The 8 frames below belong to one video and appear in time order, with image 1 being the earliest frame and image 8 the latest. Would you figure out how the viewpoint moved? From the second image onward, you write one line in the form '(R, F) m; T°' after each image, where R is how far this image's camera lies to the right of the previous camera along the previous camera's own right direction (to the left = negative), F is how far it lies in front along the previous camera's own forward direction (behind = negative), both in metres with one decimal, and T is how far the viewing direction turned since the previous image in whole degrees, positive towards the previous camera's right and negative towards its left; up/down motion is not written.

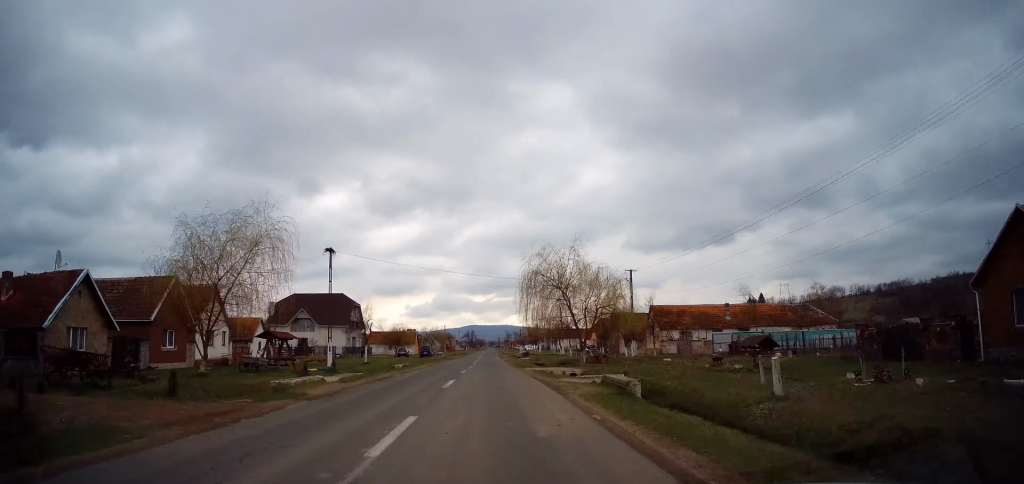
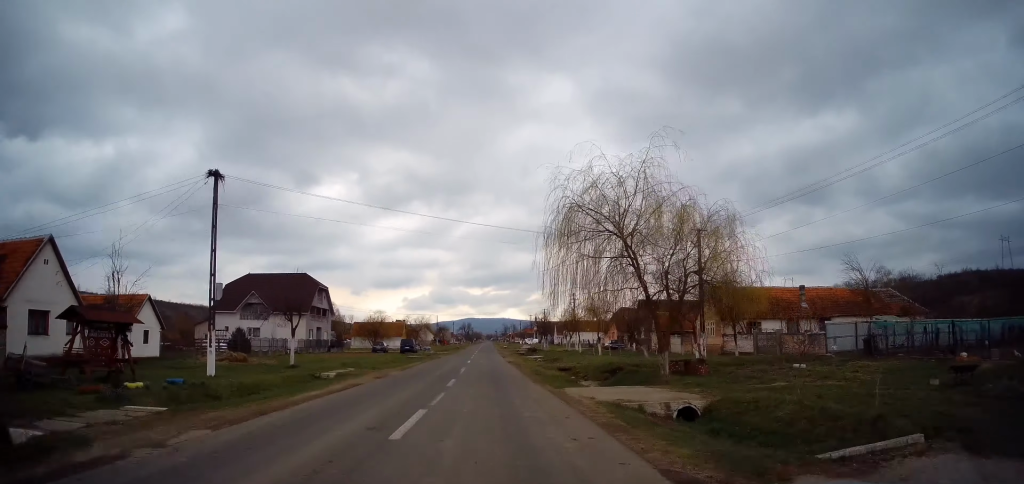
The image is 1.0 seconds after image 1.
(+0.2, +17.3) m; +1°
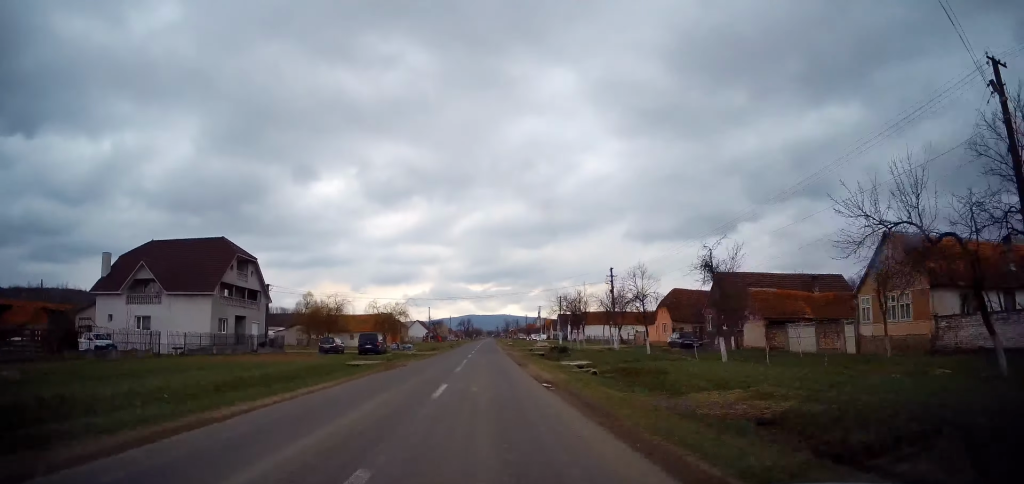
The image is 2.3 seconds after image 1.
(0.0, +23.8) m; 0°
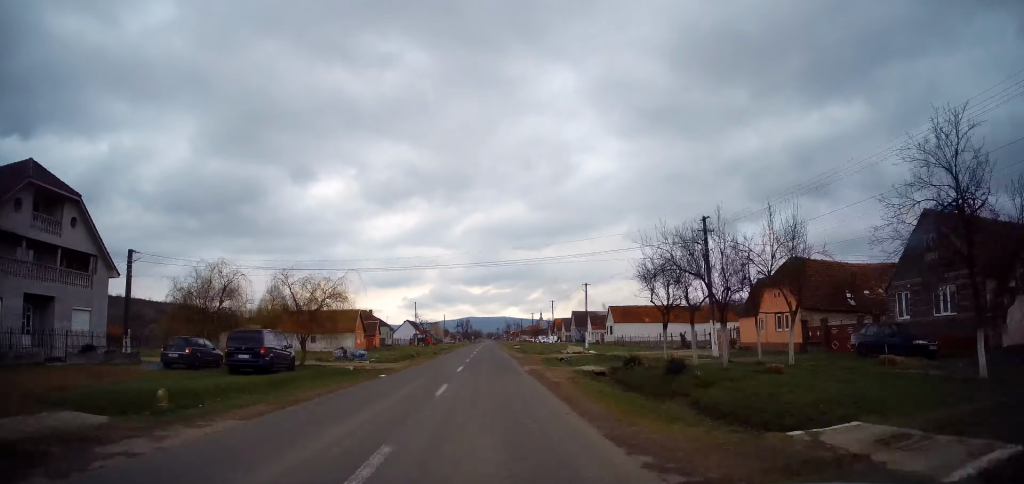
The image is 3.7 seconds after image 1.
(0.0, +24.2) m; -1°
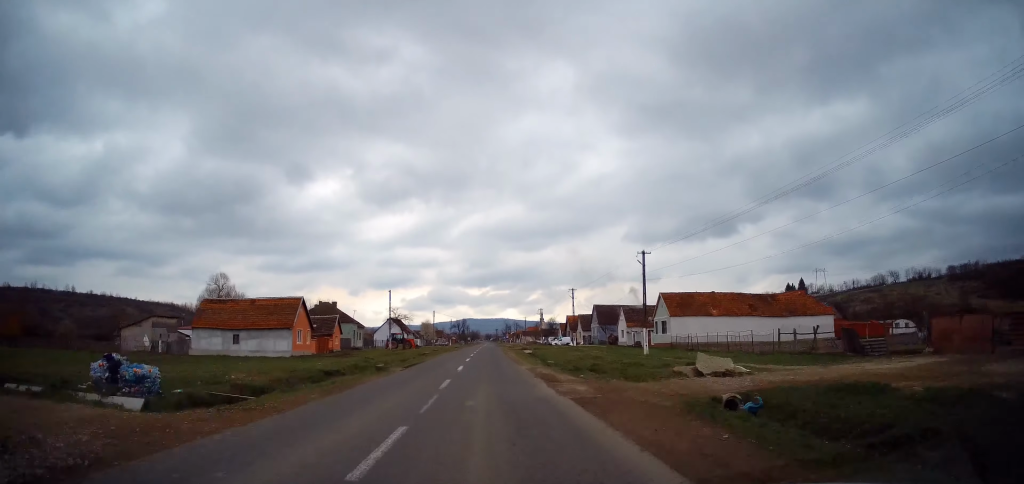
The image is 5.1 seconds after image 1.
(-0.2, +26.1) m; 0°
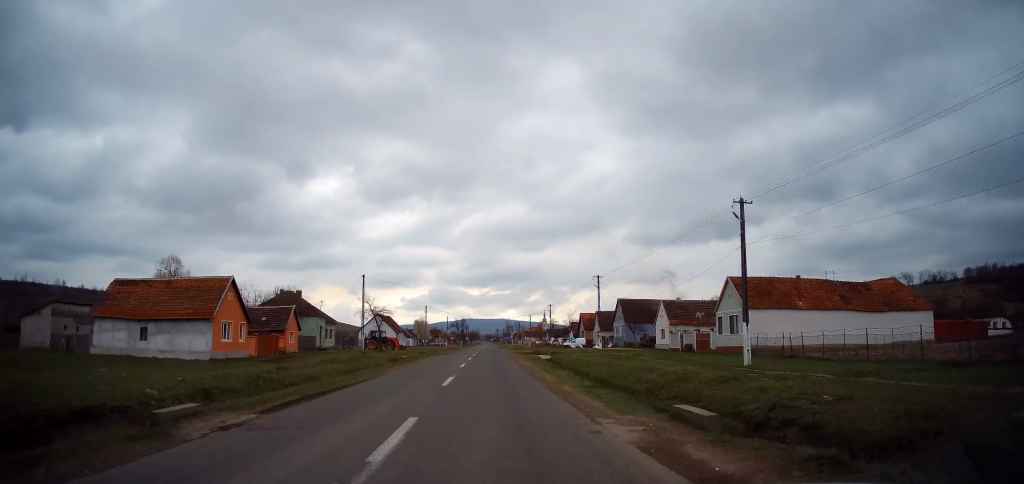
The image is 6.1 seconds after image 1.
(+0.2, +17.3) m; +1°
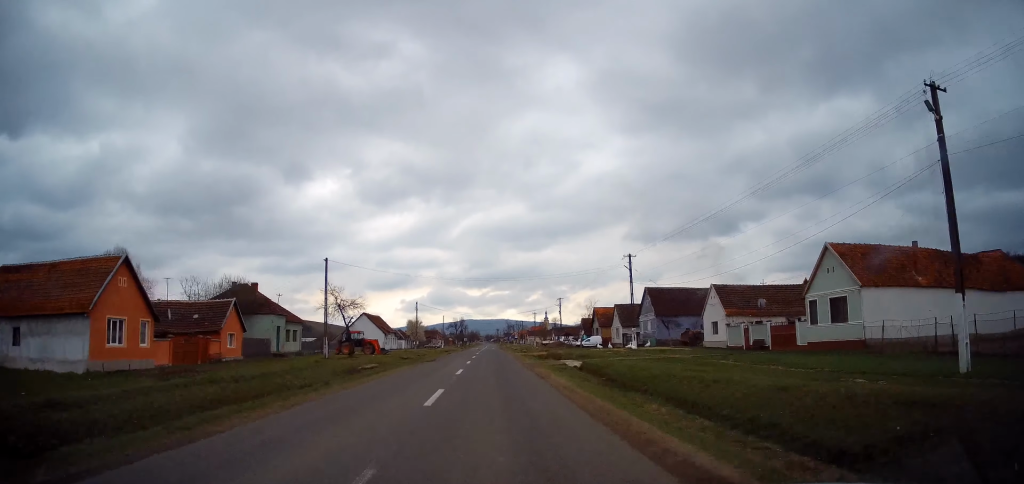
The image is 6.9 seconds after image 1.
(0.0, +13.8) m; 0°
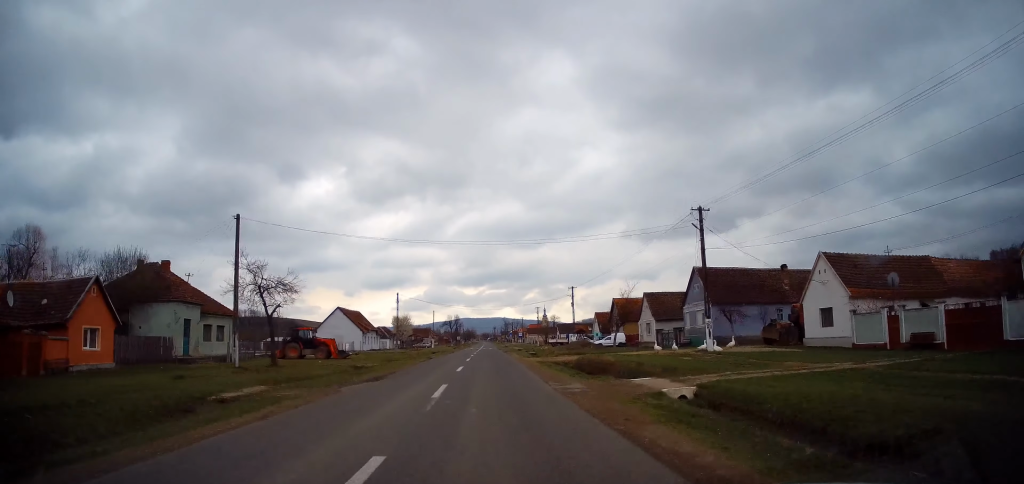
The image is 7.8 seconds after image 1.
(0.0, +16.2) m; 0°
